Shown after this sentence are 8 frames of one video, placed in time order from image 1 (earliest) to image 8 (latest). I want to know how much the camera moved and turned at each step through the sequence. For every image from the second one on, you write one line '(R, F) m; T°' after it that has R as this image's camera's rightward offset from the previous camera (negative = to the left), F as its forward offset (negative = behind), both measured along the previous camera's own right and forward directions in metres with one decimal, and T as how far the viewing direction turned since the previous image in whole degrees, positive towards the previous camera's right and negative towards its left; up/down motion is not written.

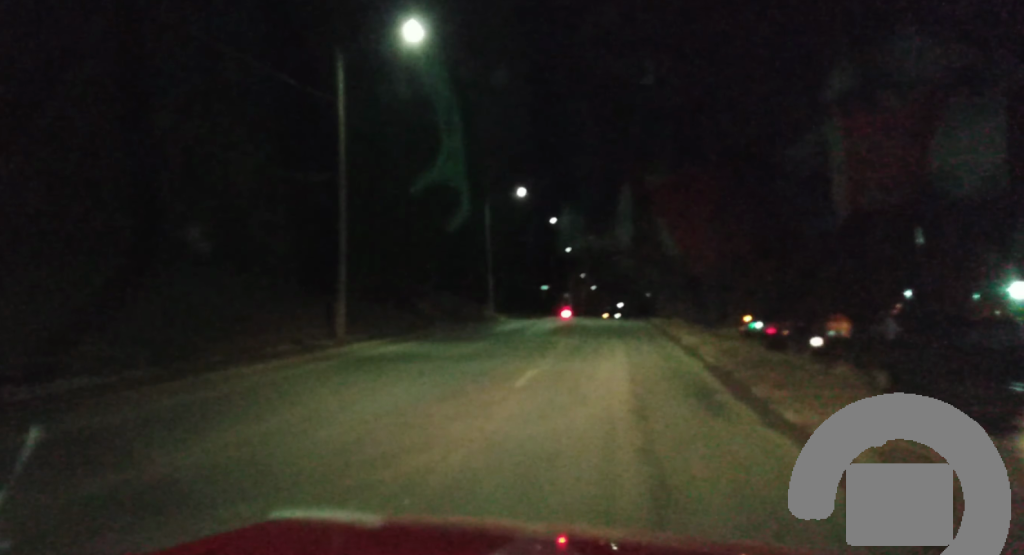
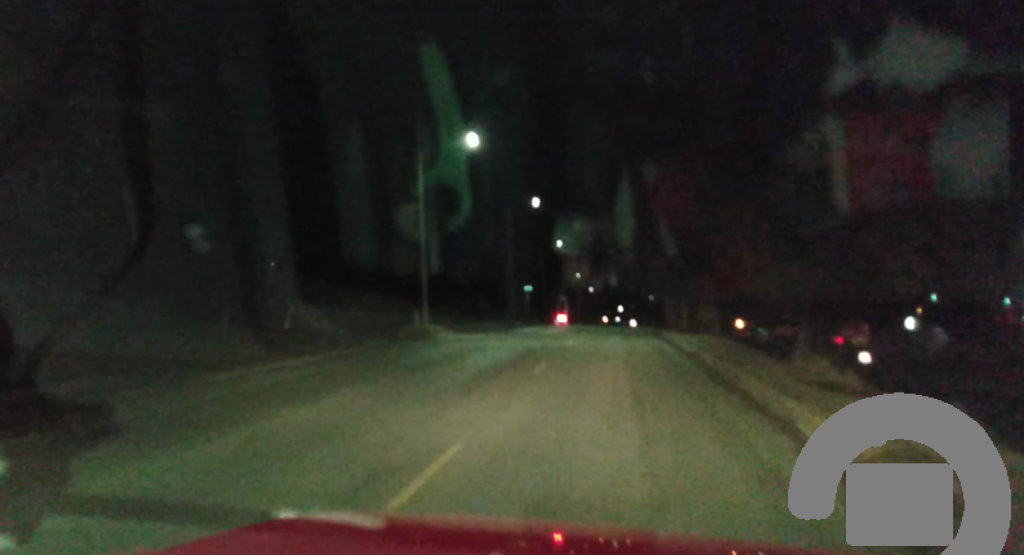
(-0.1, +20.7) m; -1°
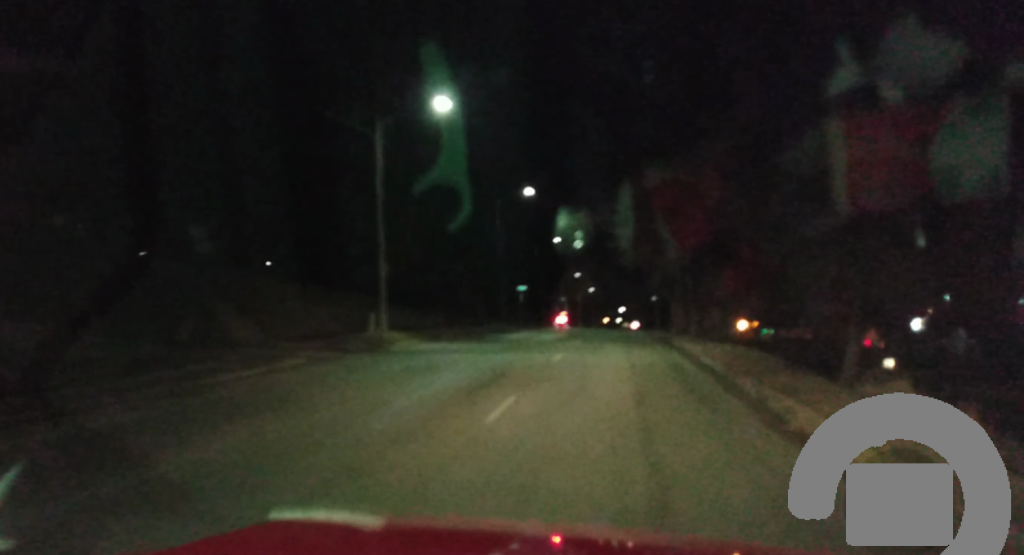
(0.0, +7.1) m; 0°
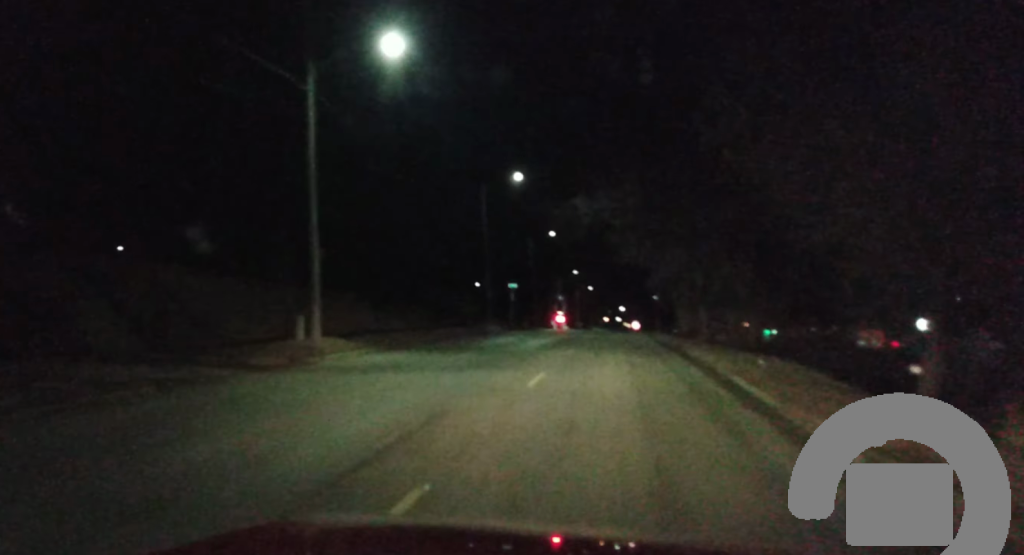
(0.0, +7.0) m; 0°
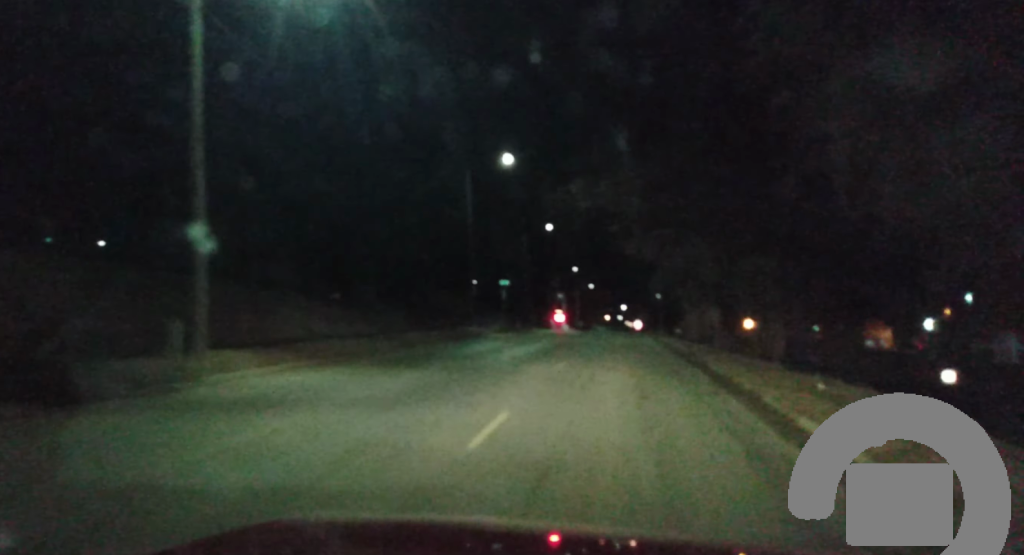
(0.0, +7.5) m; 0°
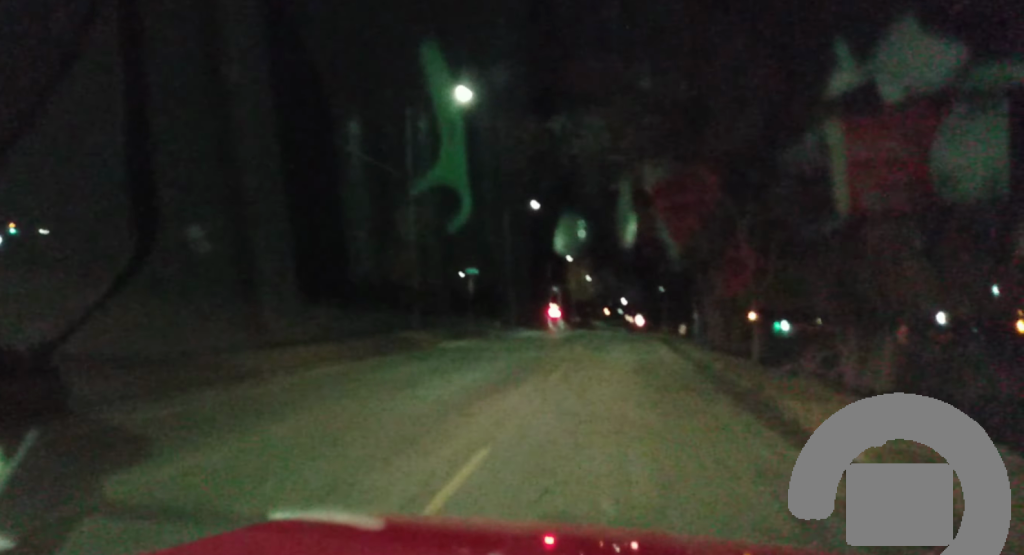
(+0.1, +15.0) m; 0°
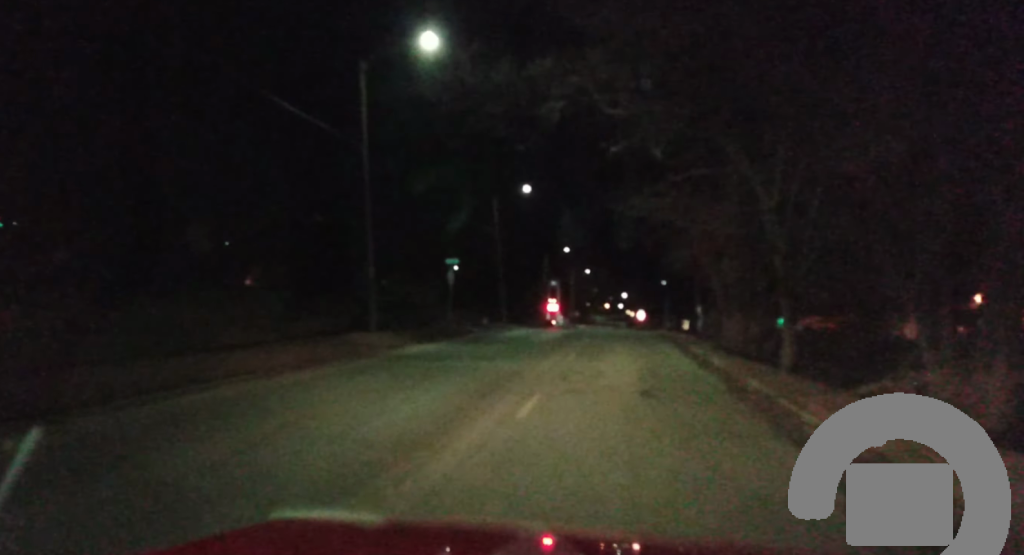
(-0.1, +7.2) m; 0°
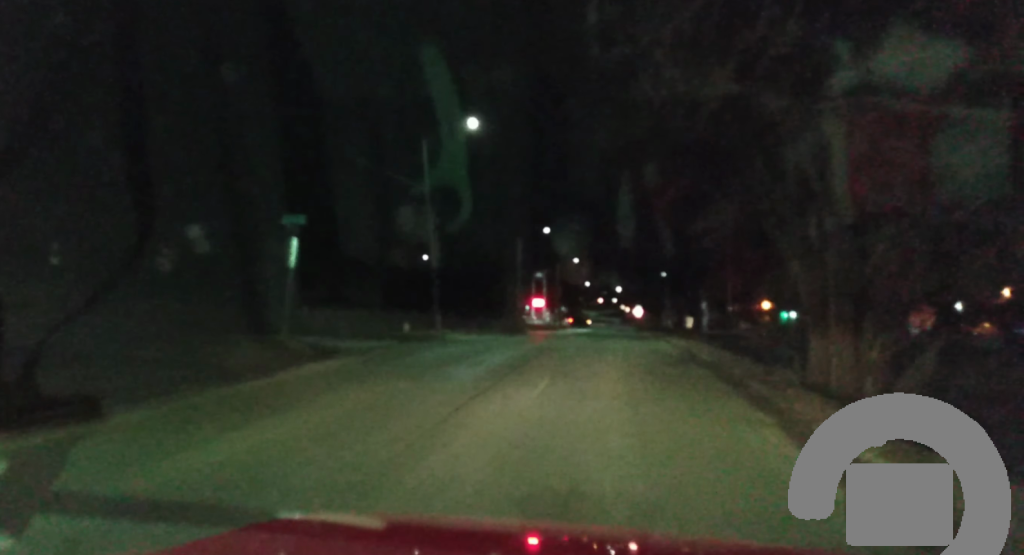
(+0.4, +22.3) m; +2°
